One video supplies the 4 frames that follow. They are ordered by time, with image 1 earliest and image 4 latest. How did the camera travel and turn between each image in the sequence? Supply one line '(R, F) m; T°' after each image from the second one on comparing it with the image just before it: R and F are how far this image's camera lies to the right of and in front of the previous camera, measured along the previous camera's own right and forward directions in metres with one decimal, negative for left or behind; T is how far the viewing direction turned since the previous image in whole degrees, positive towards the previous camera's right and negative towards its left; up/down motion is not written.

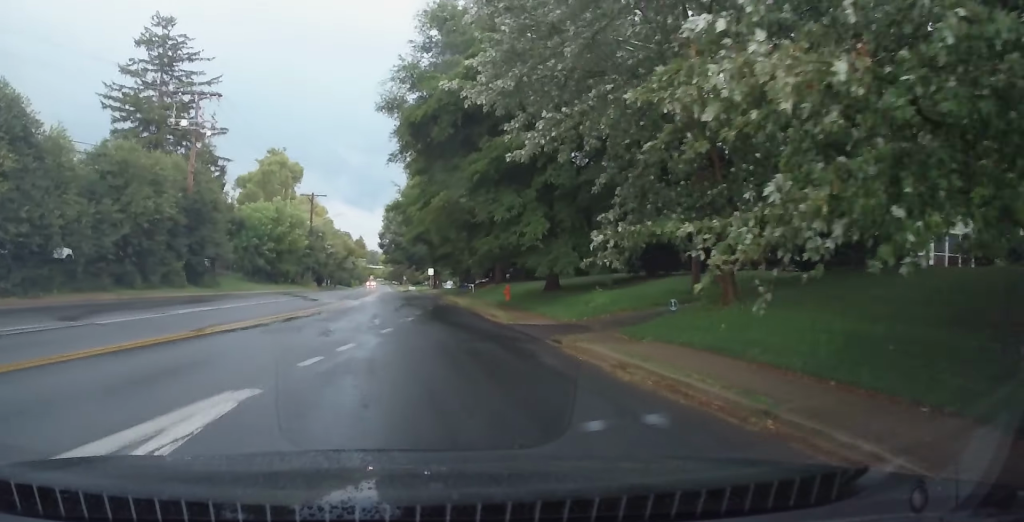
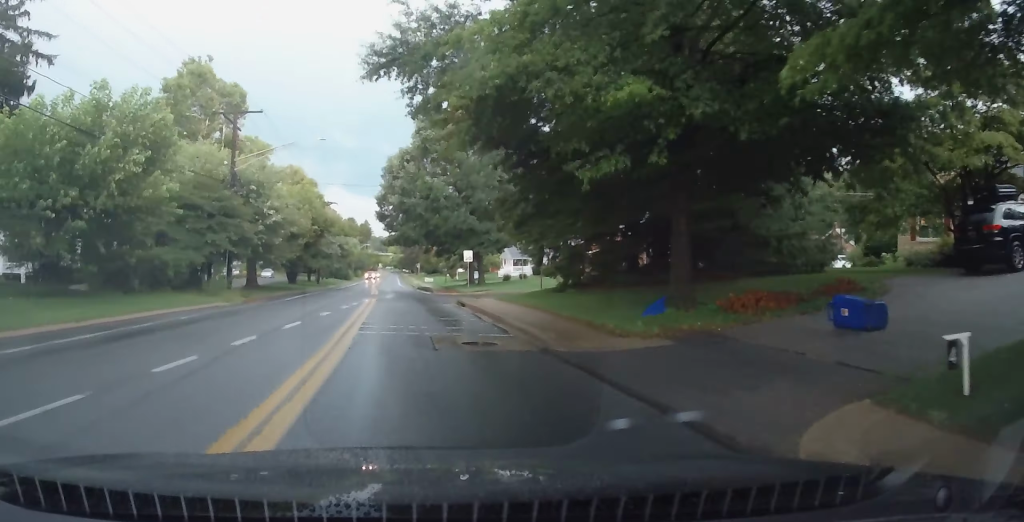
(+1.0, +34.2) m; +3°
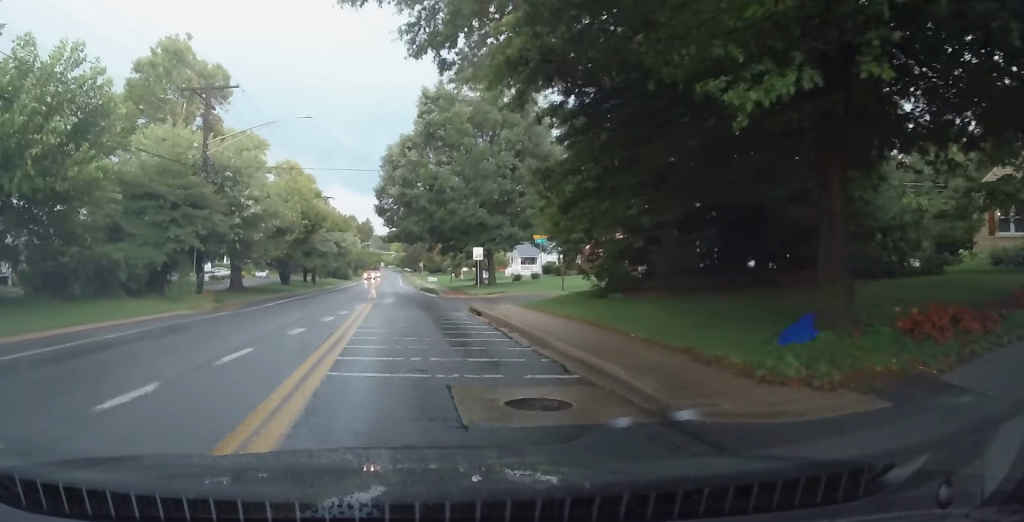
(0.0, +5.1) m; 0°
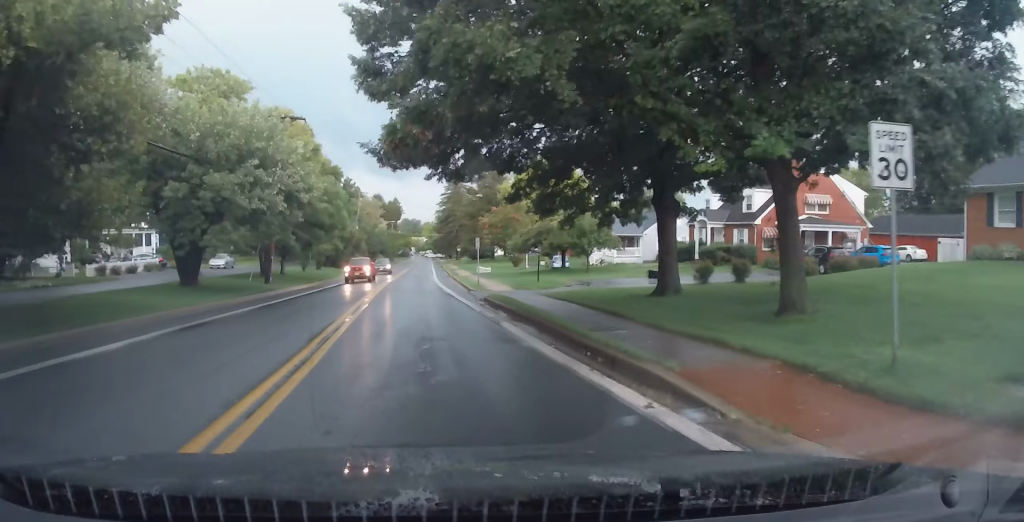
(-0.4, +35.3) m; -3°
